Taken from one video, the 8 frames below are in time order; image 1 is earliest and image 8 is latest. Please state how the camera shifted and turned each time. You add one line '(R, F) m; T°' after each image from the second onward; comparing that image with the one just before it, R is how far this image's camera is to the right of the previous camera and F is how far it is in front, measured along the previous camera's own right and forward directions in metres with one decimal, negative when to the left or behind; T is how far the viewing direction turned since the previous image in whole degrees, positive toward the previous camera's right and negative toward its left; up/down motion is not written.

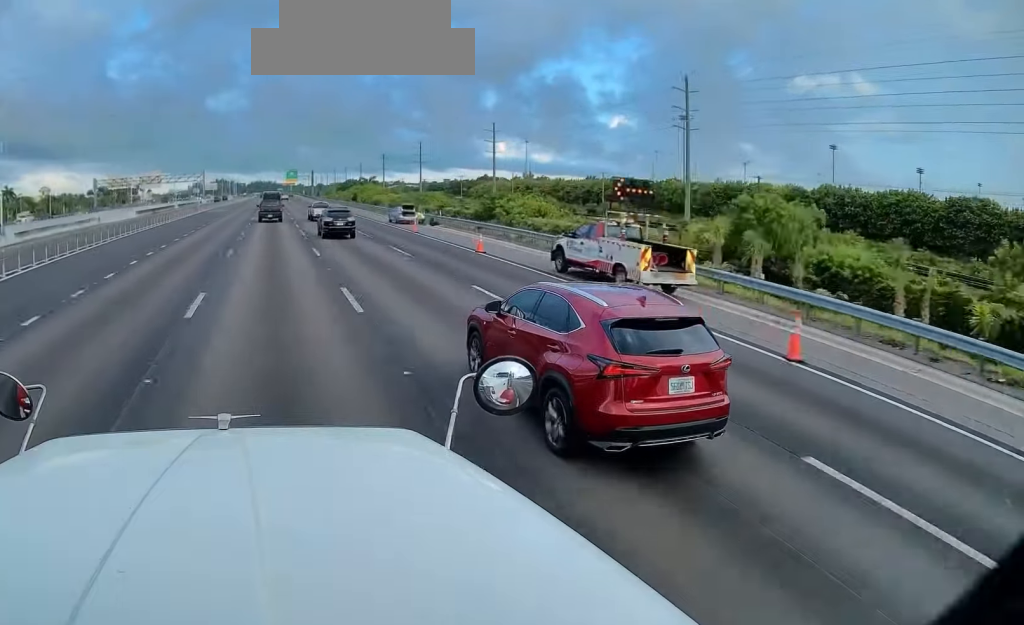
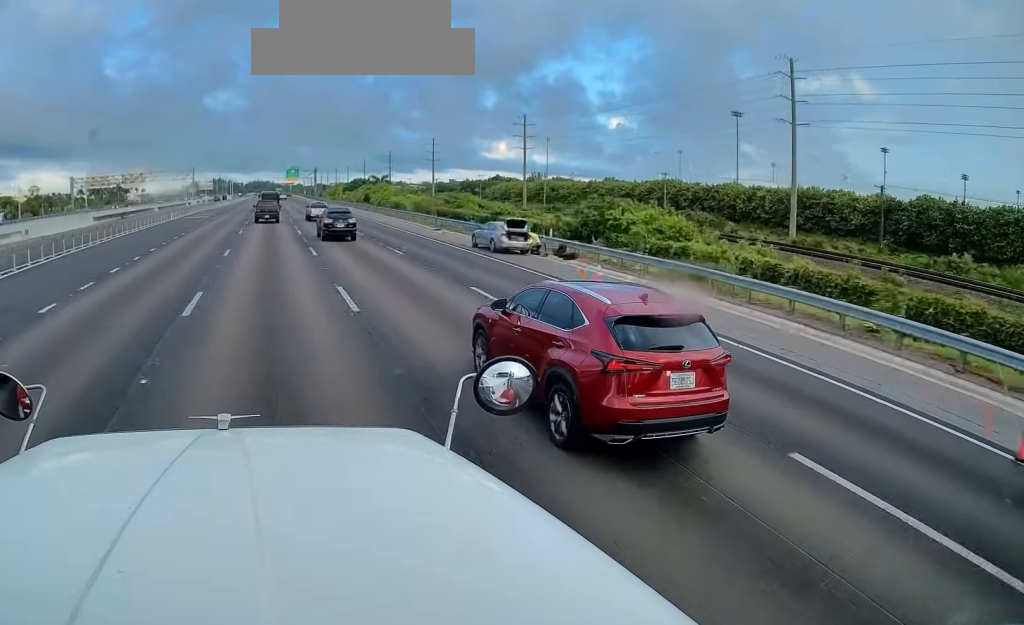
(-0.1, +26.0) m; -1°
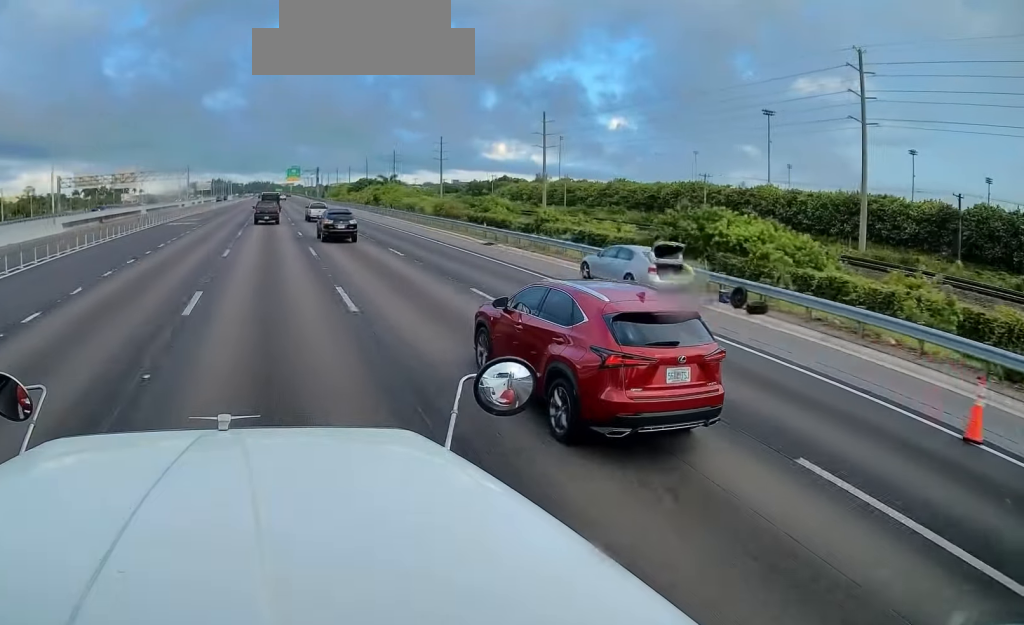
(-0.1, +13.2) m; 0°
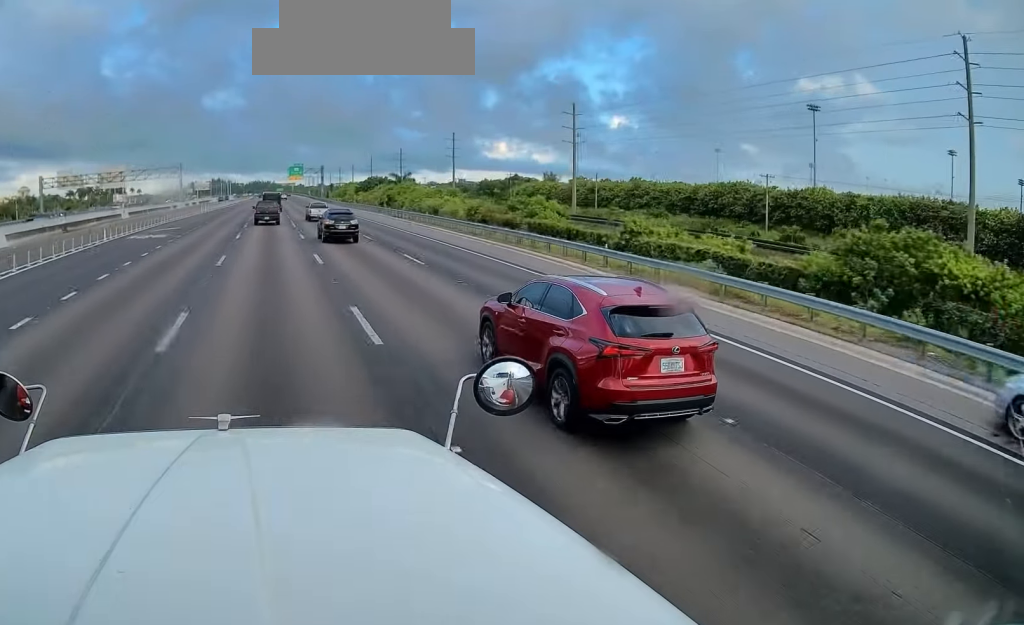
(-0.1, +17.1) m; 0°
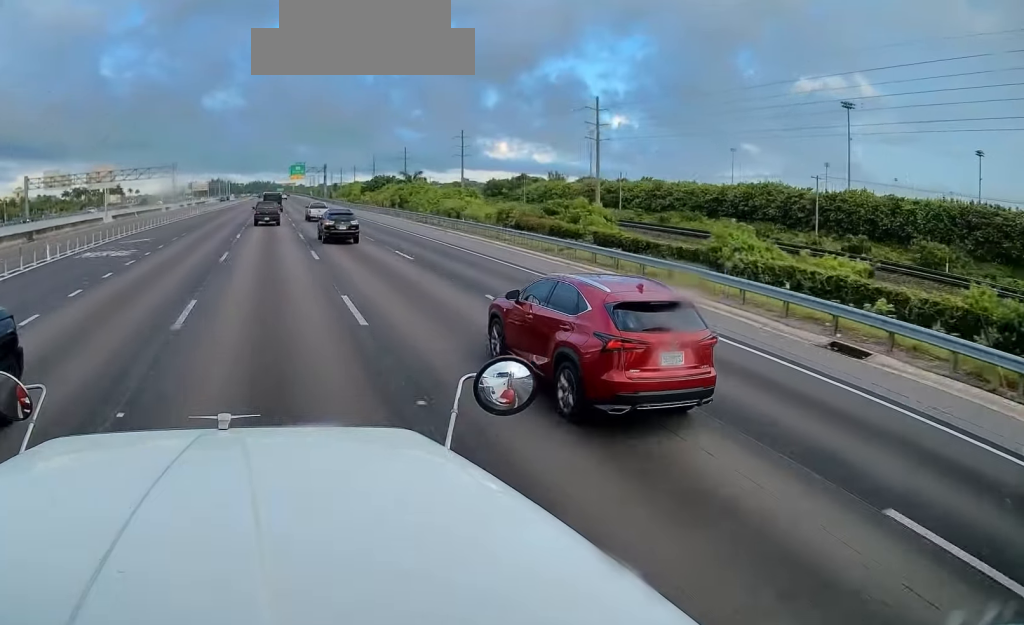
(0.0, +12.0) m; 0°
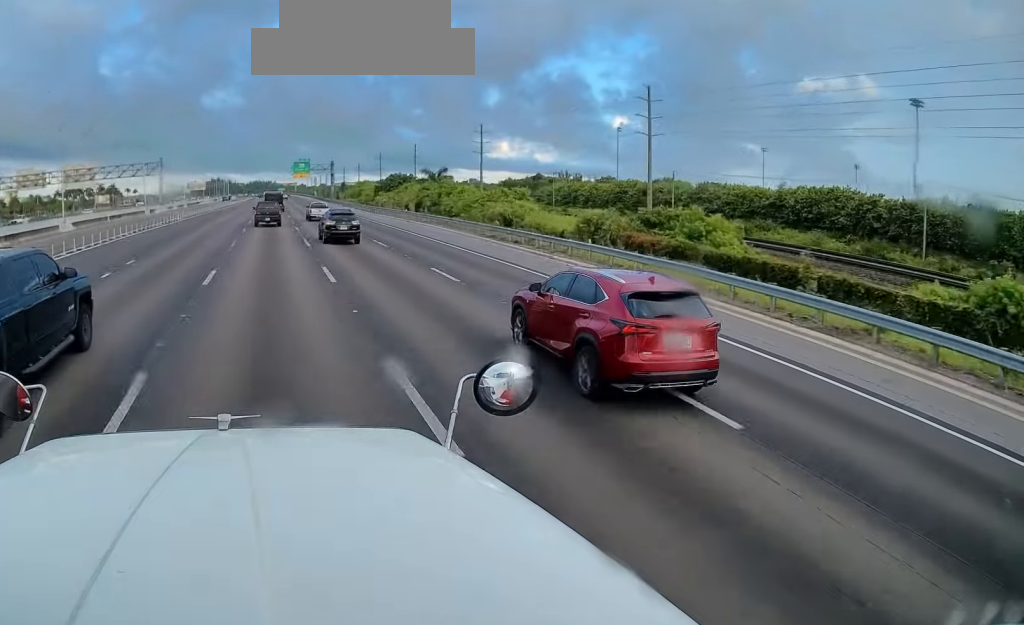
(0.0, +21.9) m; 0°
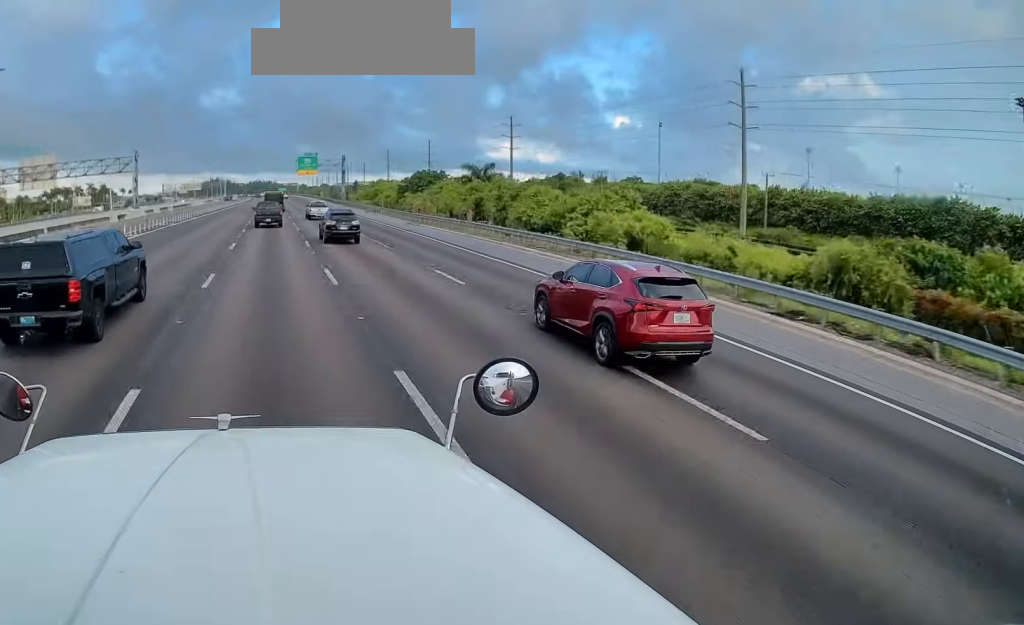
(0.0, +26.0) m; 0°
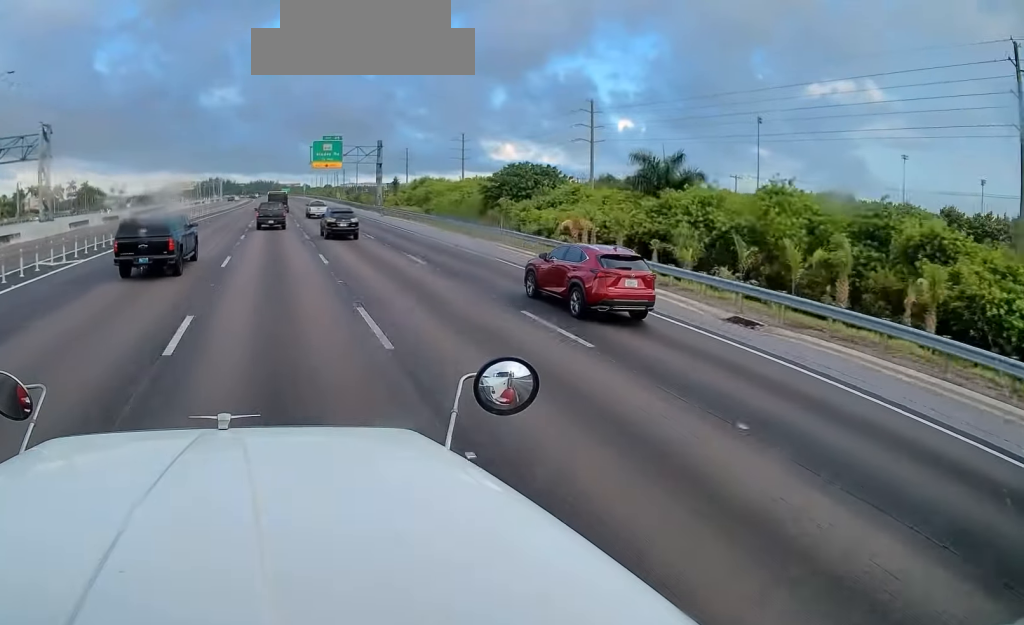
(-0.1, +48.1) m; 0°
